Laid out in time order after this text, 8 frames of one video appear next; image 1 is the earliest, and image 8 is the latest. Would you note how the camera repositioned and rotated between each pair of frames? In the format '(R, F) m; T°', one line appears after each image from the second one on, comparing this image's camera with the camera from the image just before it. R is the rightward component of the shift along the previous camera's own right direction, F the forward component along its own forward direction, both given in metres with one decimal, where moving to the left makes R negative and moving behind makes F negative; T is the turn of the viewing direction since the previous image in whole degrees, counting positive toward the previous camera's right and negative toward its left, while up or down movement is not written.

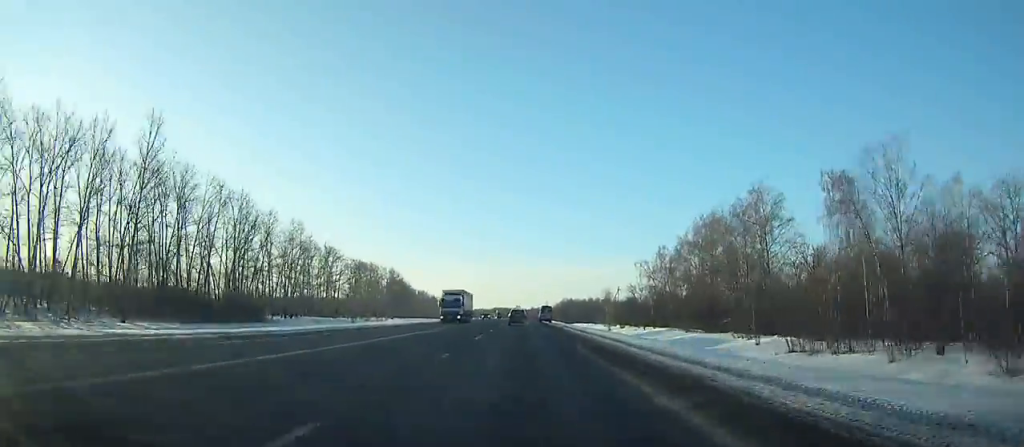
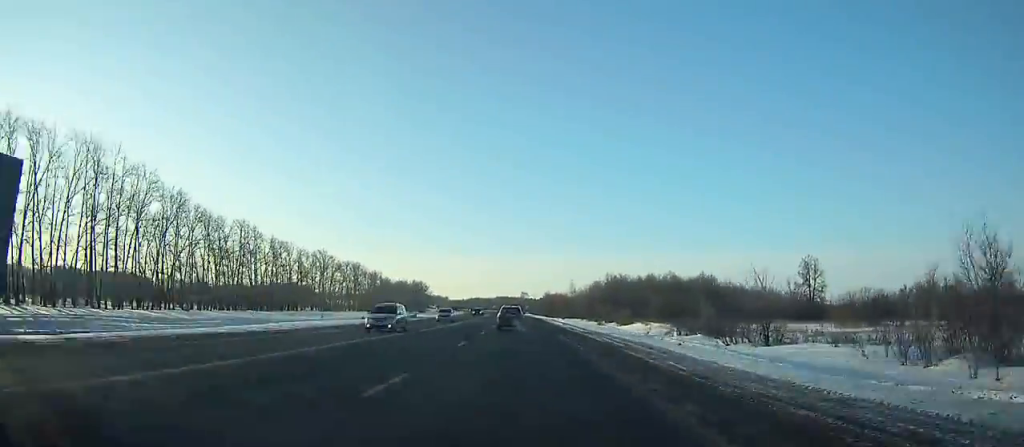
(+0.3, +175.3) m; 0°
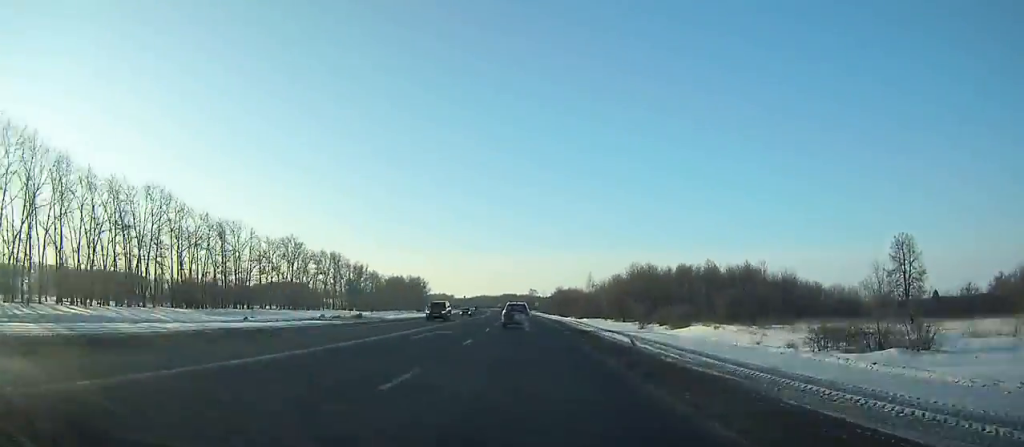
(-0.3, +35.2) m; -1°
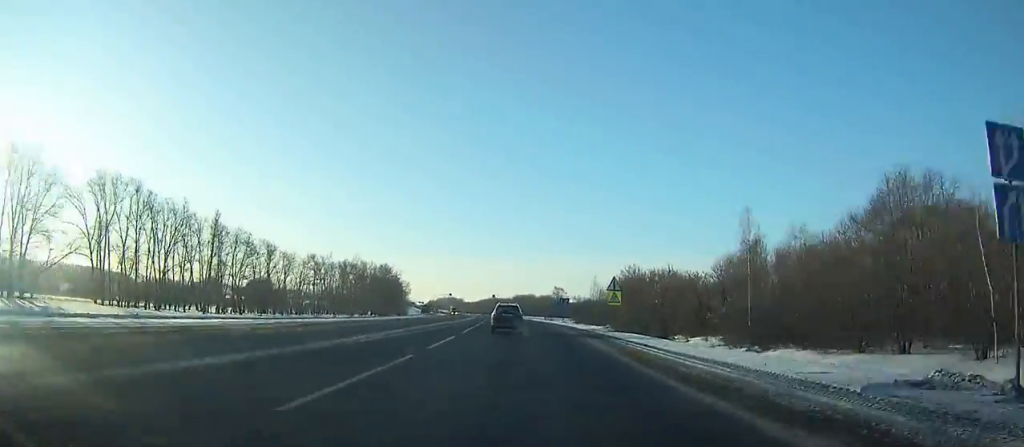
(-2.1, +122.3) m; -2°
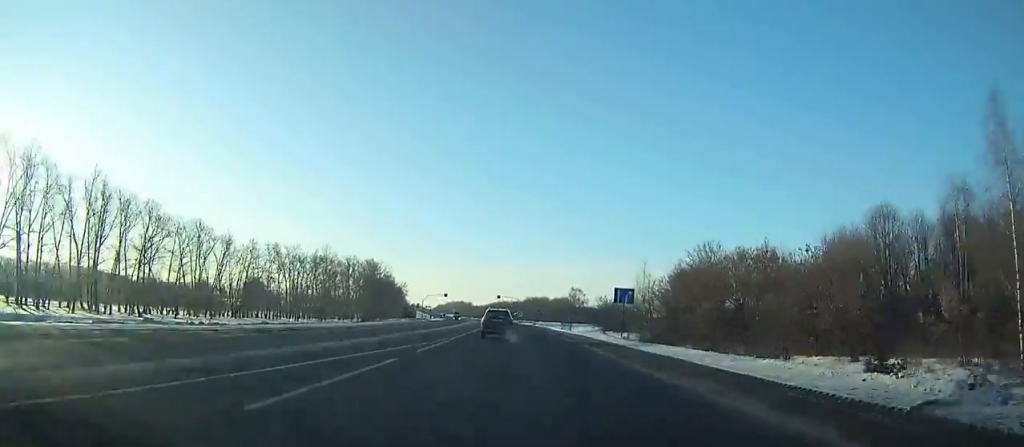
(-0.2, +36.3) m; -1°
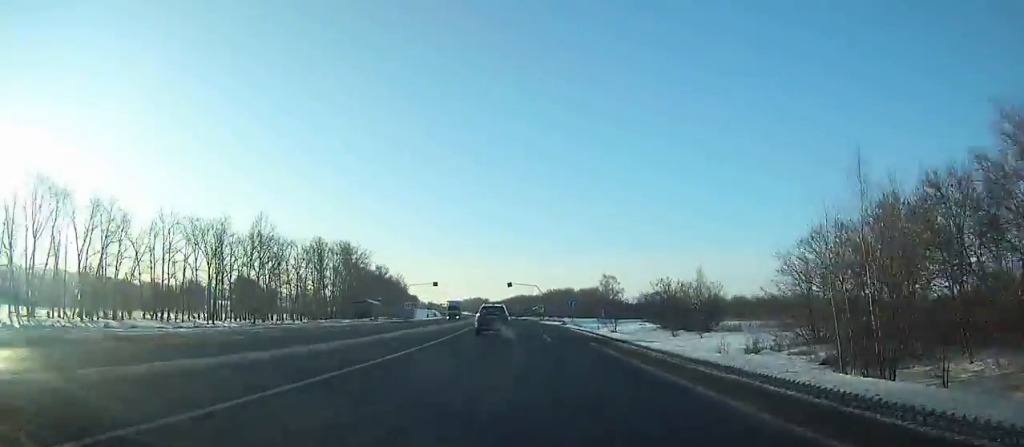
(-0.7, +44.6) m; -1°
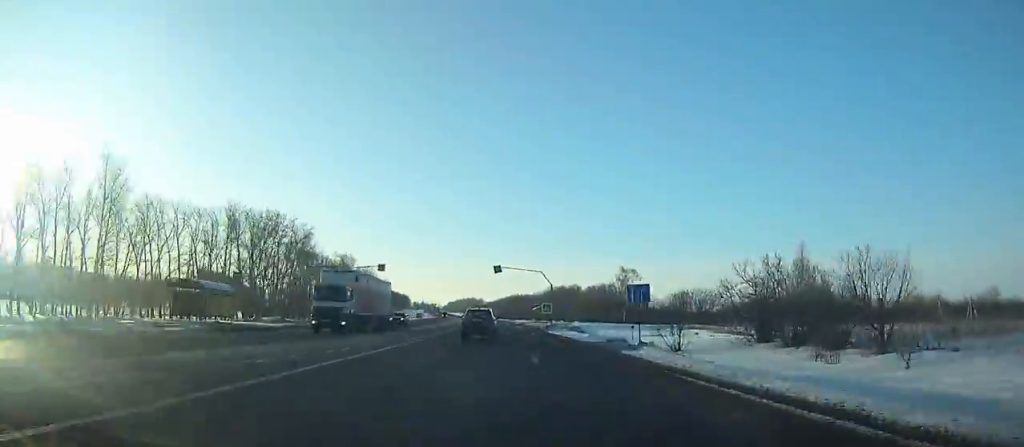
(-0.3, +39.8) m; -1°
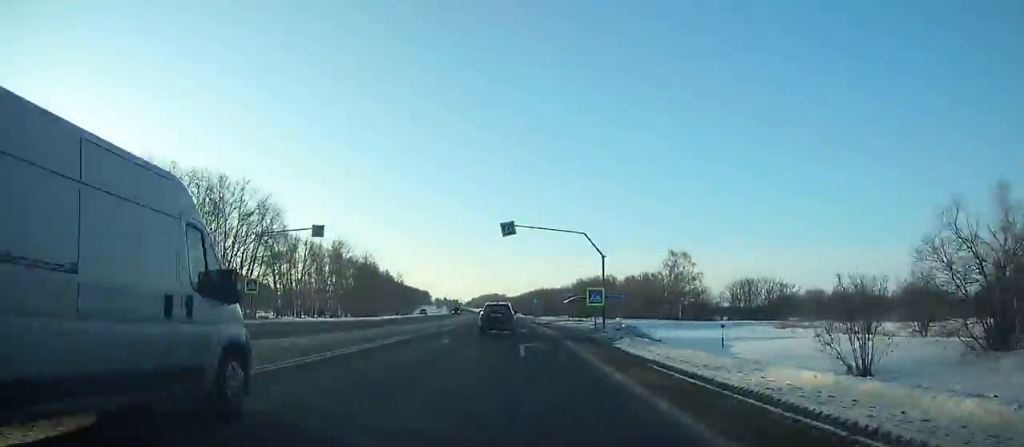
(-0.3, +28.0) m; -1°
